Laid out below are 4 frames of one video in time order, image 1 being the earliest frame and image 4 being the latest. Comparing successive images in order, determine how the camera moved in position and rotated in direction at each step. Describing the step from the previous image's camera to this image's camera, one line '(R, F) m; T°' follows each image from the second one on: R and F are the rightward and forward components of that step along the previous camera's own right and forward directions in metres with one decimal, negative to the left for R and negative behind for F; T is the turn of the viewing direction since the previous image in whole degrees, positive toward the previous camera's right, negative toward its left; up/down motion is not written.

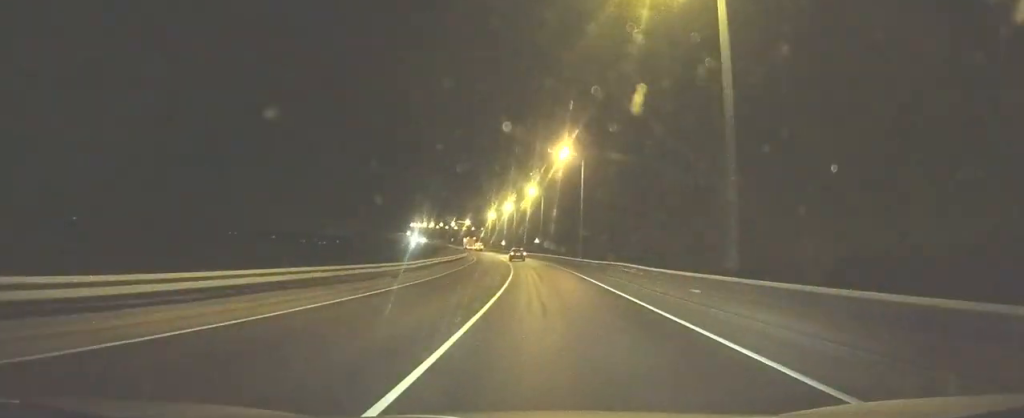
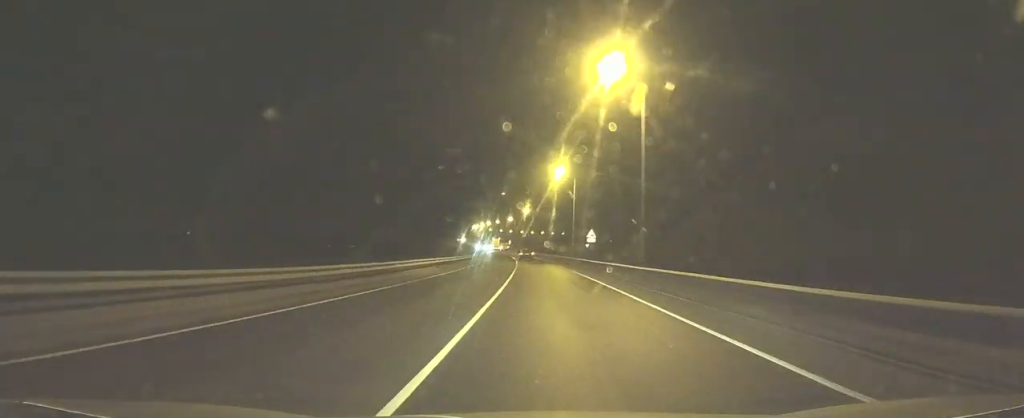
(-5.5, +100.6) m; -7°
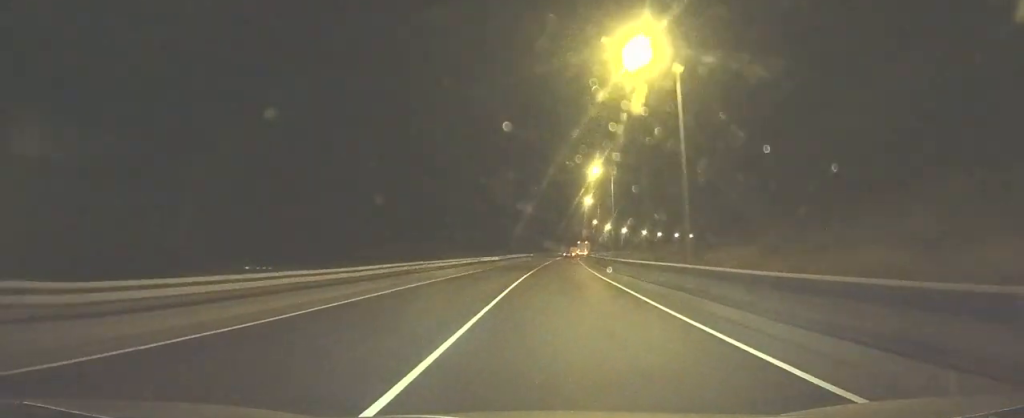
(-40.9, +328.9) m; -9°
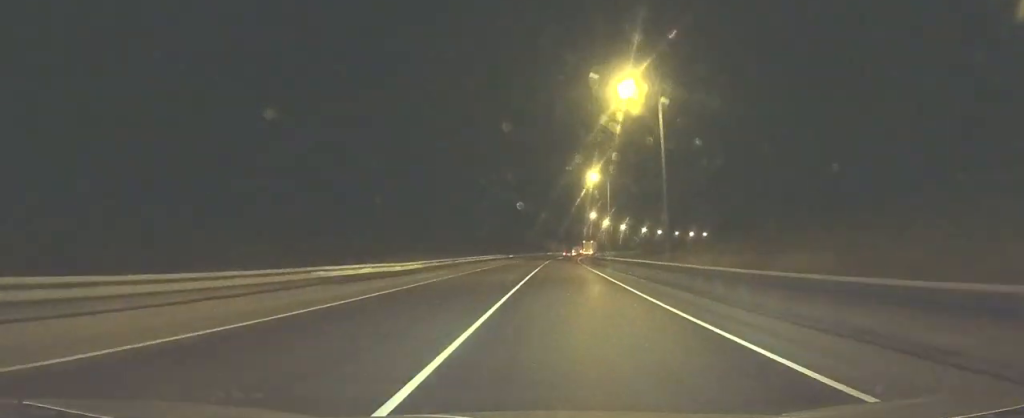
(-0.1, +32.7) m; 0°
